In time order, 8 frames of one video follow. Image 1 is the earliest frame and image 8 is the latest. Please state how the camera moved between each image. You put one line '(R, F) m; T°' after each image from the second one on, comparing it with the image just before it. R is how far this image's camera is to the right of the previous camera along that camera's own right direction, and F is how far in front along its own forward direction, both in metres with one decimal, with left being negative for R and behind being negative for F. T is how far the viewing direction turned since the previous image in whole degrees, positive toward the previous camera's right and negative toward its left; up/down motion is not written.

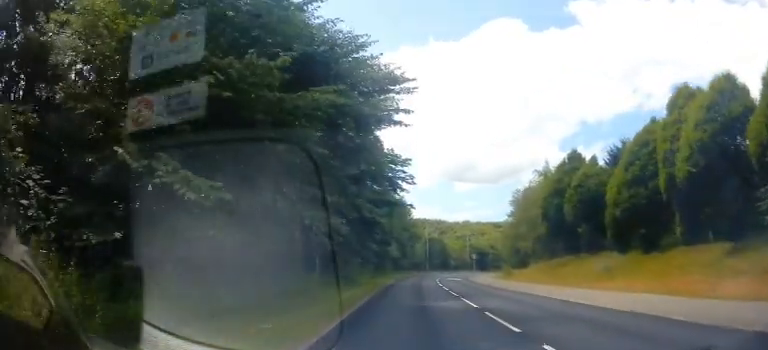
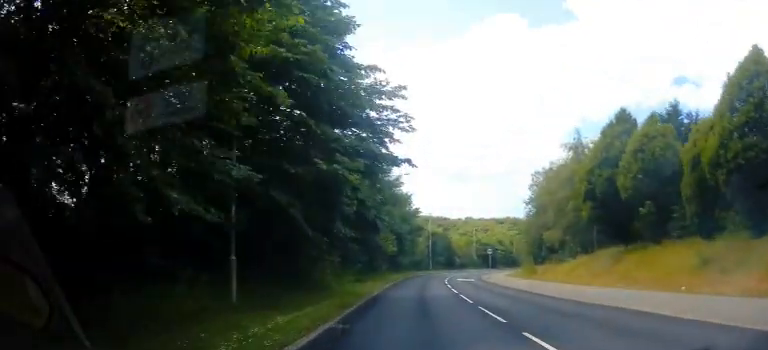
(0.0, +10.8) m; -2°
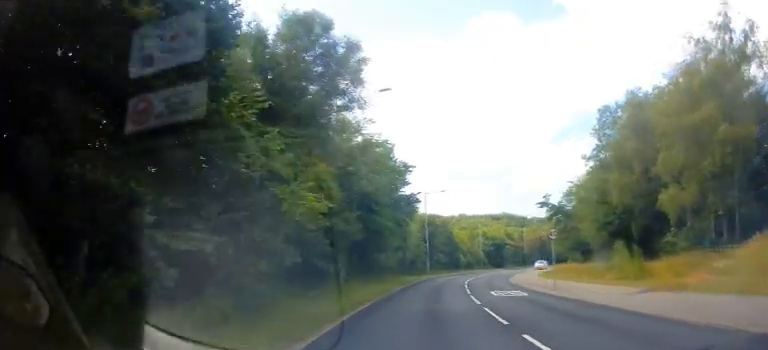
(-0.1, +23.7) m; +2°
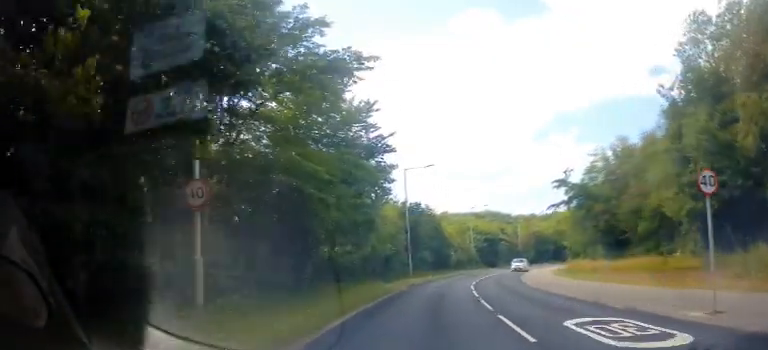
(+0.2, +14.7) m; +1°
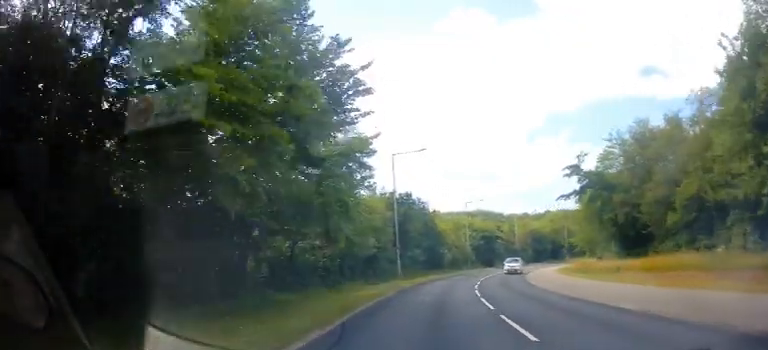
(0.0, +6.0) m; +1°
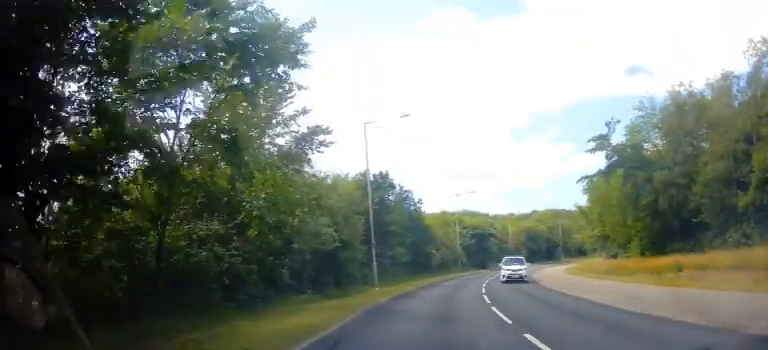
(+0.1, +9.1) m; +2°
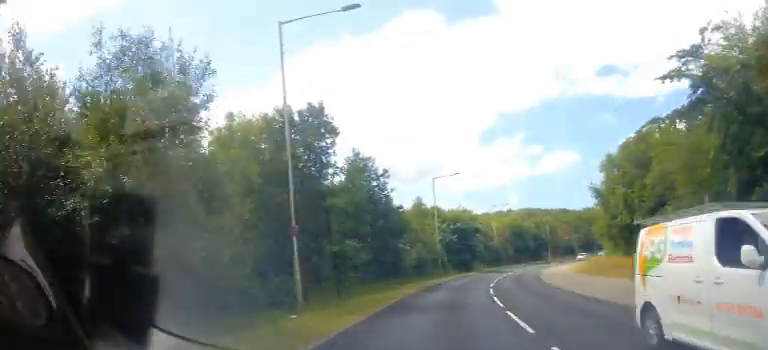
(+0.4, +13.8) m; +3°
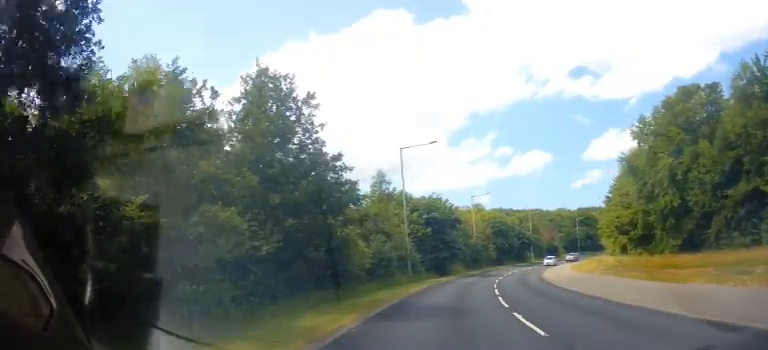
(+0.3, +12.5) m; +5°
